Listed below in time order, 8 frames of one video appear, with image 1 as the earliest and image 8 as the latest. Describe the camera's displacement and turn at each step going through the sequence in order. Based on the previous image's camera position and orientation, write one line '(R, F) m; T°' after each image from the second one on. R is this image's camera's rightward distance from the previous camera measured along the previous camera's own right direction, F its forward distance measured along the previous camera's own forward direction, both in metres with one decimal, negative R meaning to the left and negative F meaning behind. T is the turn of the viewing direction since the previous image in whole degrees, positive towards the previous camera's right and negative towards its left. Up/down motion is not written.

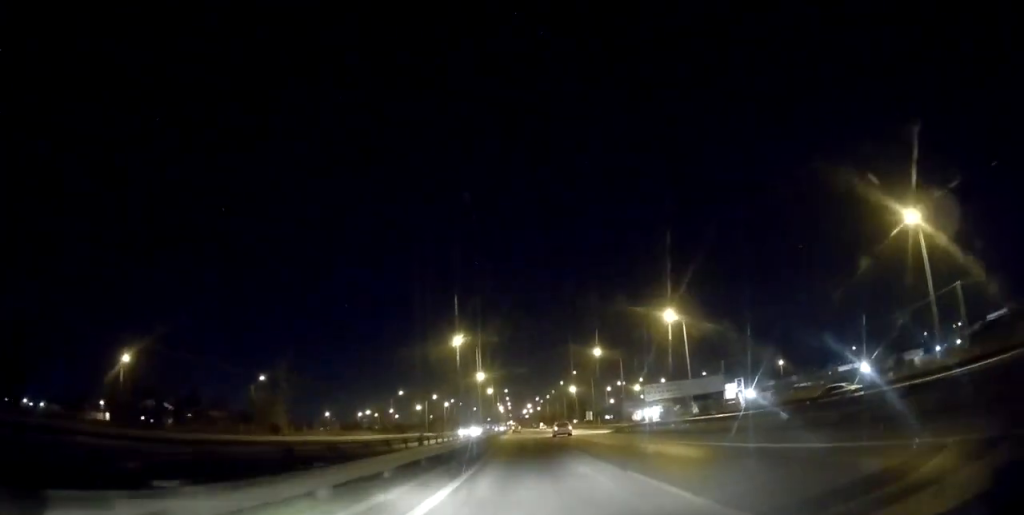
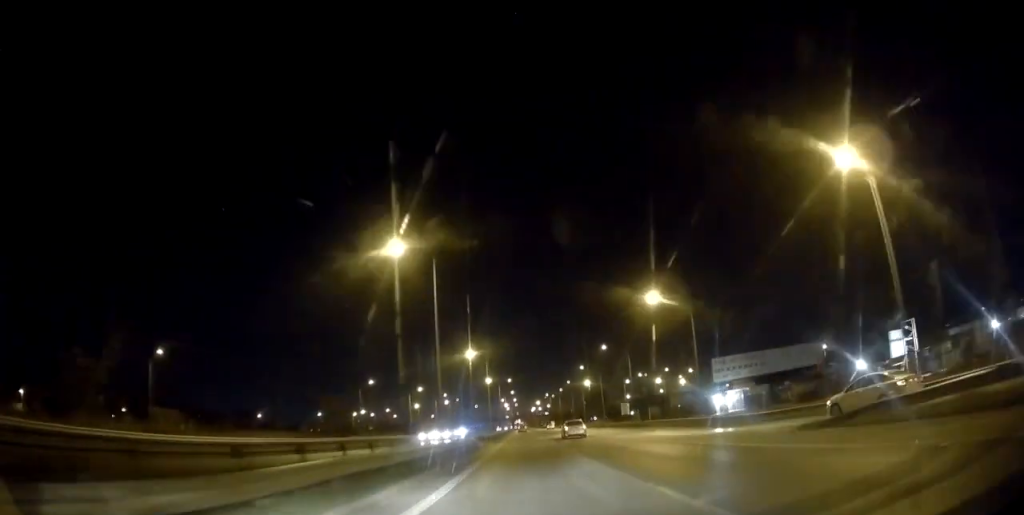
(-0.5, +39.7) m; -1°
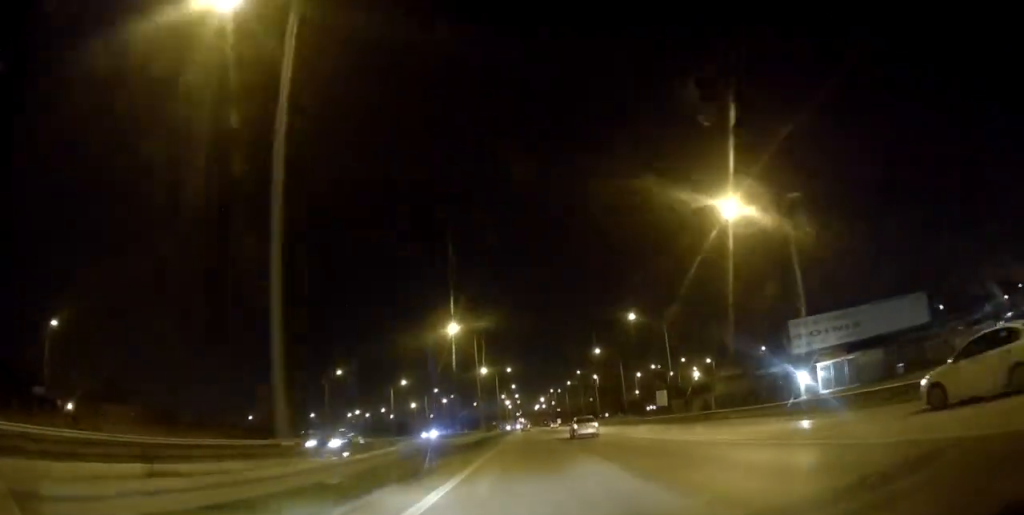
(0.0, +23.7) m; 0°
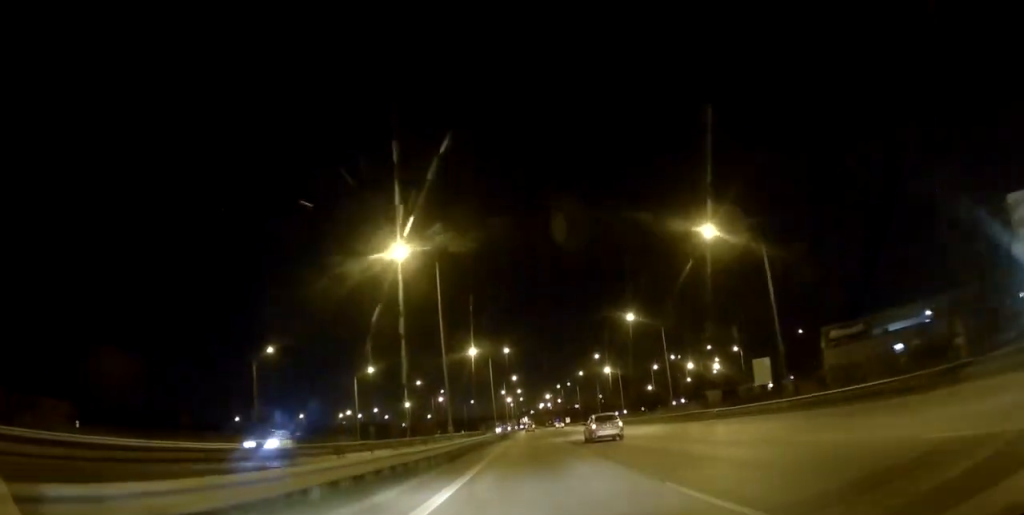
(0.0, +30.0) m; -1°
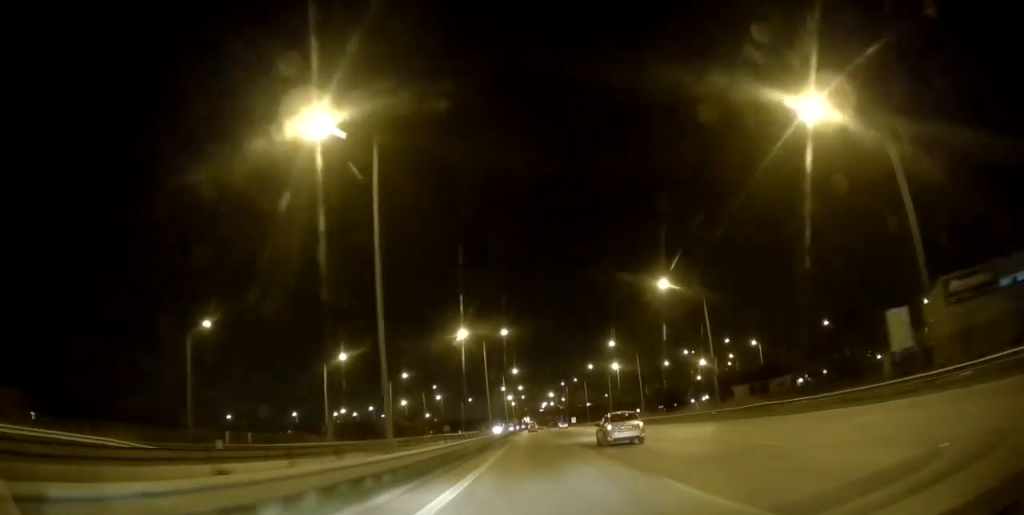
(-0.1, +16.5) m; 0°
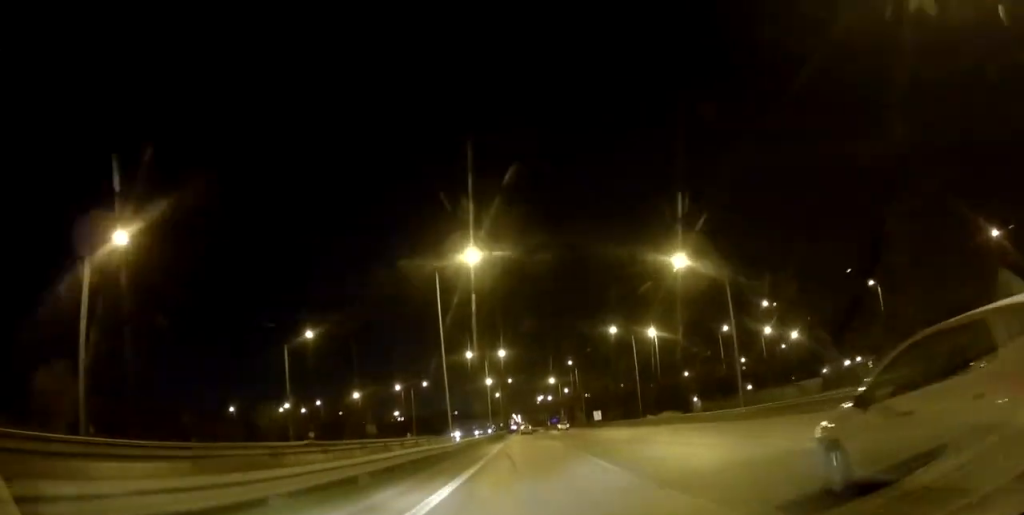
(+0.3, +81.9) m; +1°
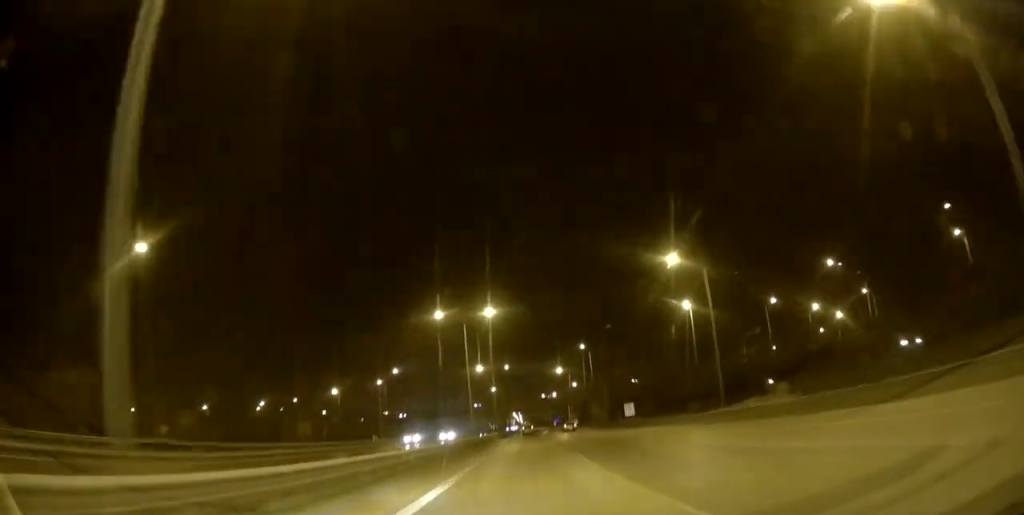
(+0.2, +32.5) m; 0°
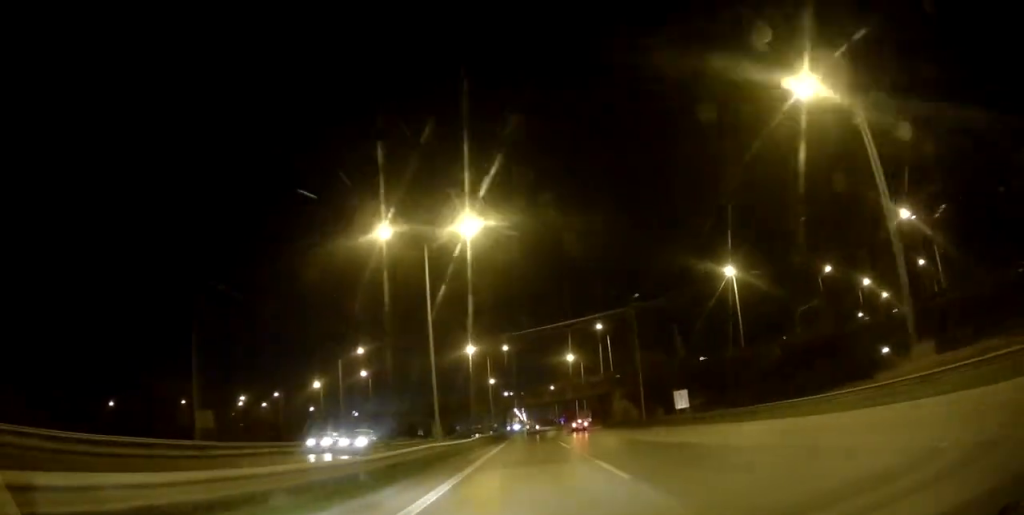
(-0.2, +23.8) m; 0°
